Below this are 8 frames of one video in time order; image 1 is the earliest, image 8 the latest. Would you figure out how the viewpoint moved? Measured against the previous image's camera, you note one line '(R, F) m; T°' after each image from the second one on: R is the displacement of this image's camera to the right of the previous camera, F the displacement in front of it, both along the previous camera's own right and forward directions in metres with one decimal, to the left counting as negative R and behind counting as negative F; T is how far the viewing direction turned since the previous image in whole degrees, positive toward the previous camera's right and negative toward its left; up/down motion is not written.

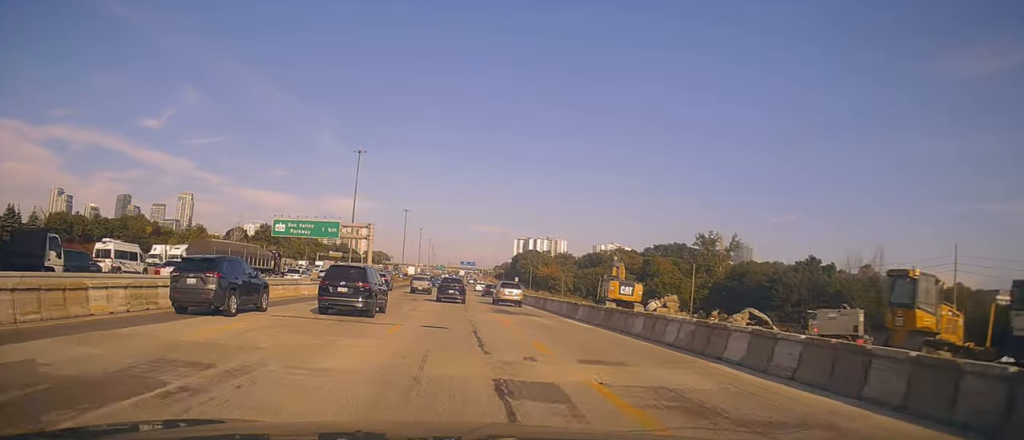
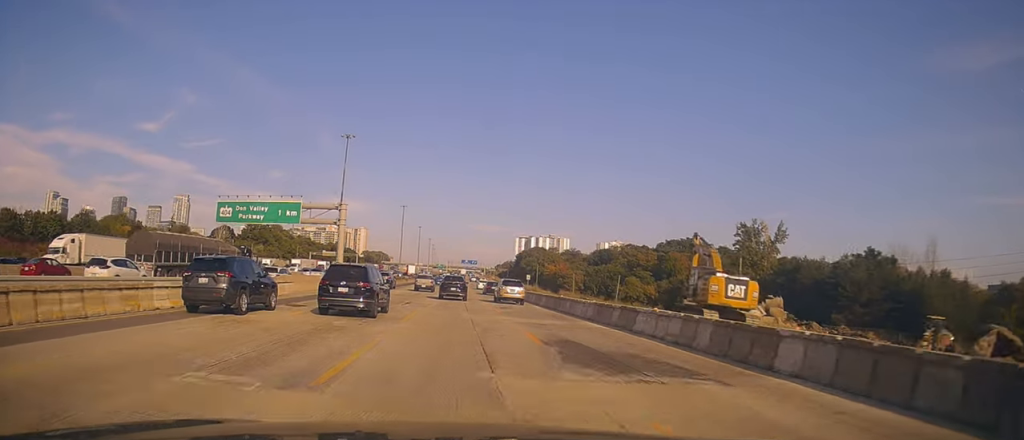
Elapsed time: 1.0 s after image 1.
(0.0, +18.1) m; 0°
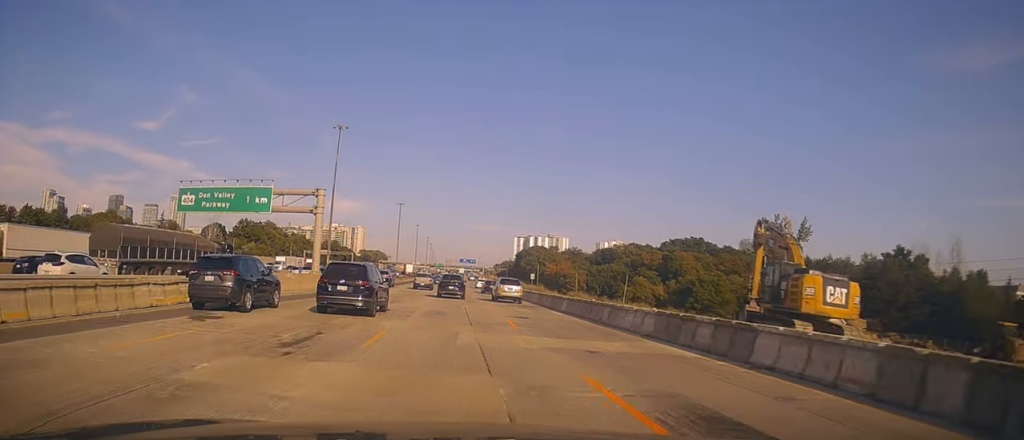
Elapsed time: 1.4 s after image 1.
(0.0, +8.3) m; 0°
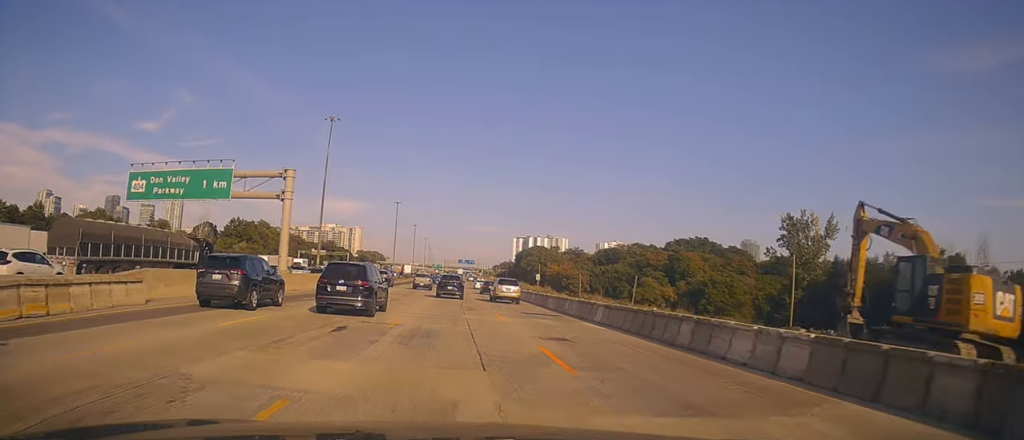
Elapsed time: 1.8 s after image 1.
(0.0, +8.3) m; 0°
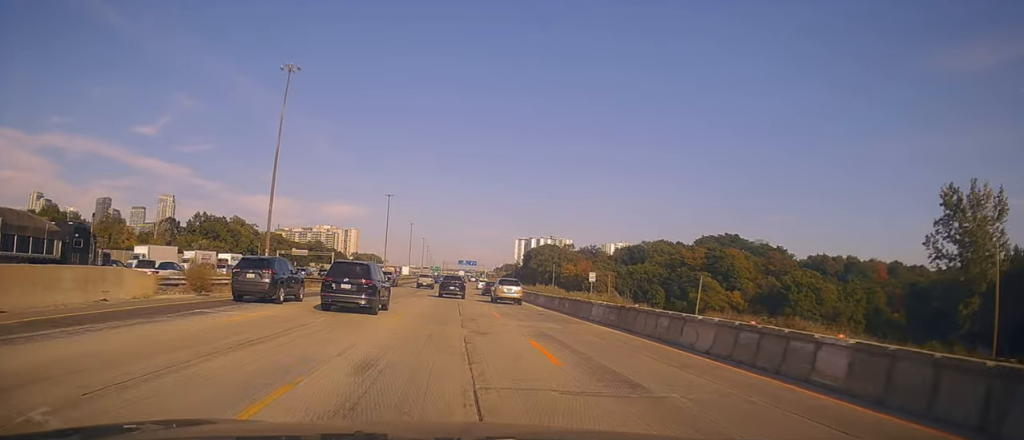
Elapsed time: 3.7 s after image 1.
(0.0, +35.3) m; 0°
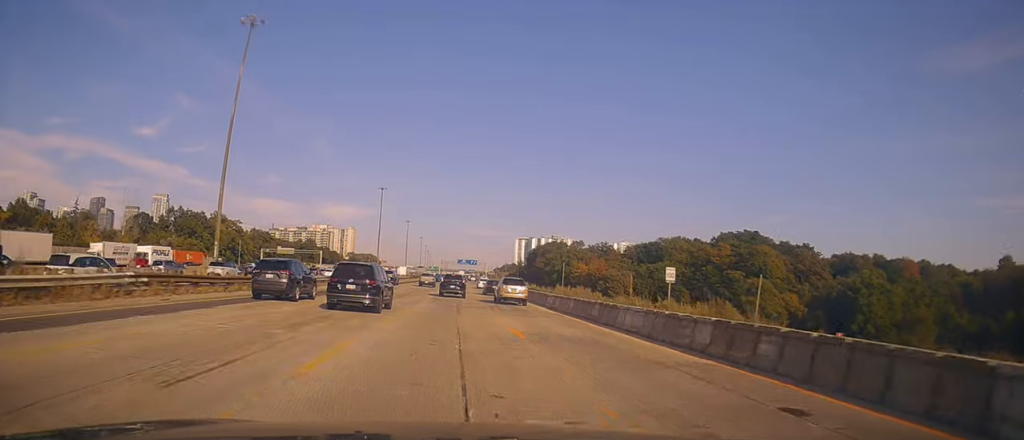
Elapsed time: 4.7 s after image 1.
(0.0, +20.2) m; +2°
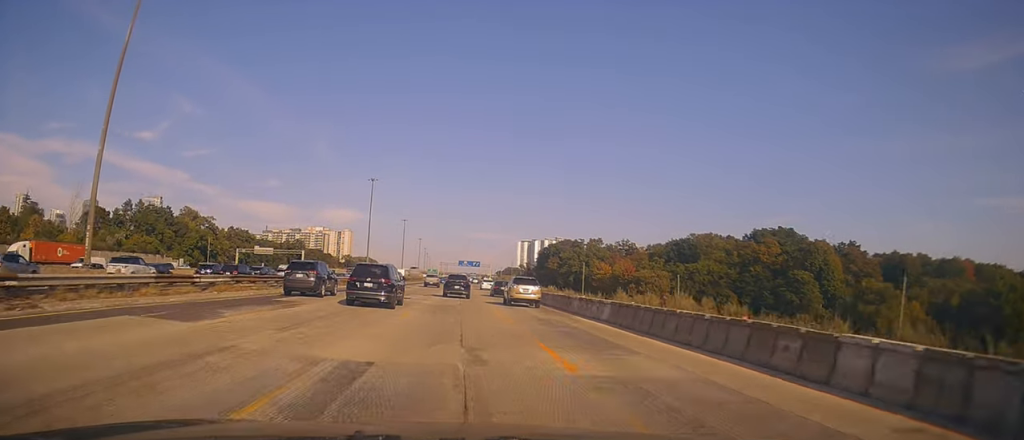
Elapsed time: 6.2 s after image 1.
(+0.3, +28.9) m; -2°
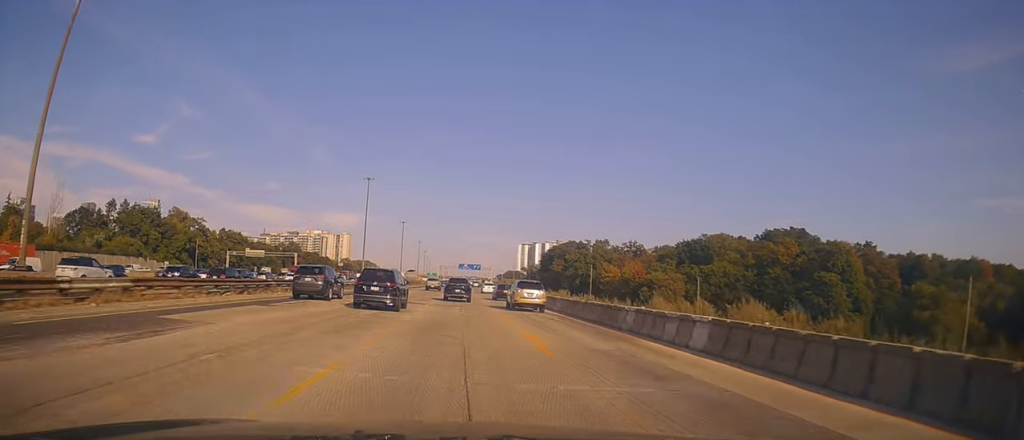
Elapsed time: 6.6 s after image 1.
(0.0, +9.2) m; -1°
